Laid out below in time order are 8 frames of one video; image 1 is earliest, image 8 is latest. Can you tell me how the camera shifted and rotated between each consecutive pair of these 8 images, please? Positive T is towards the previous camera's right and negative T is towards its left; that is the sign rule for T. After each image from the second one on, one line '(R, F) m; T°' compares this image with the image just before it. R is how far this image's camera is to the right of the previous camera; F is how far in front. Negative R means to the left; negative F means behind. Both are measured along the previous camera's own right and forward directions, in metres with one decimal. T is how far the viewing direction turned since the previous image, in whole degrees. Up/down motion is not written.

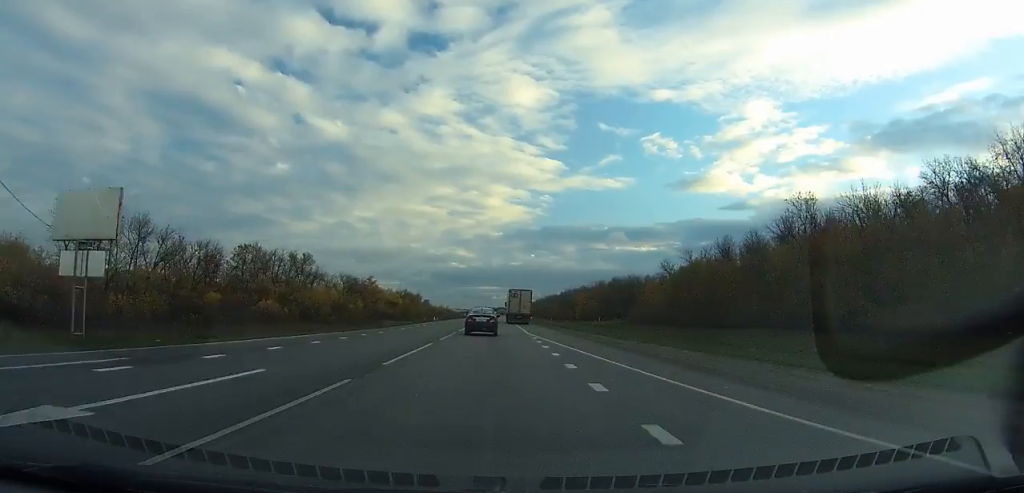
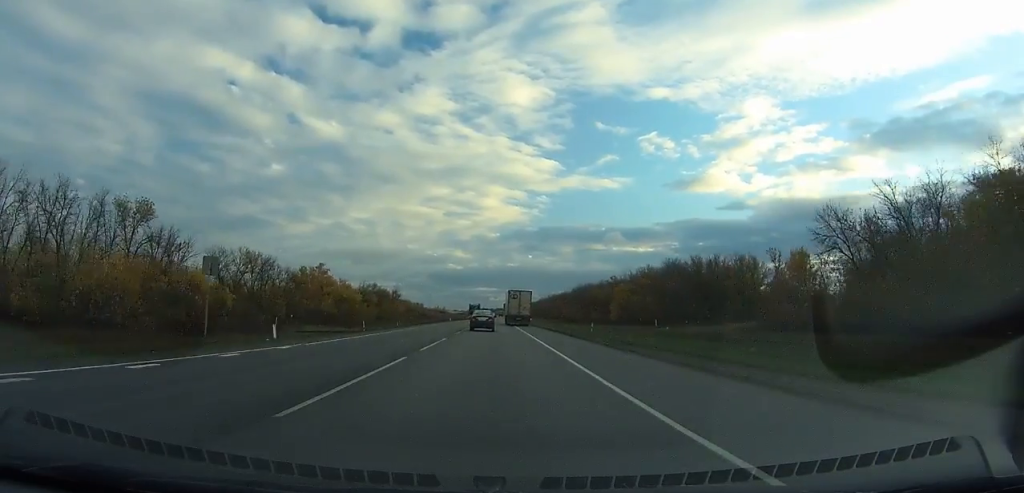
(+0.1, +68.5) m; 0°
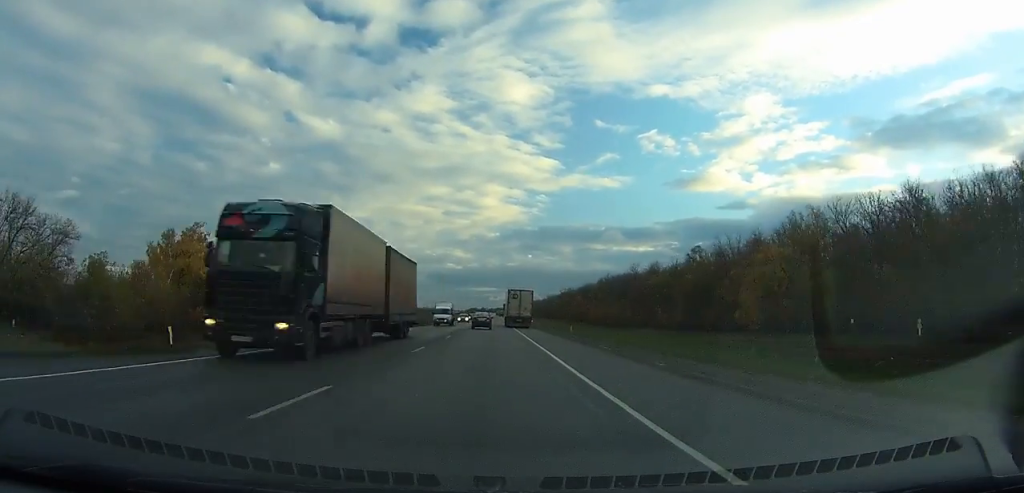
(+0.4, +76.6) m; 0°
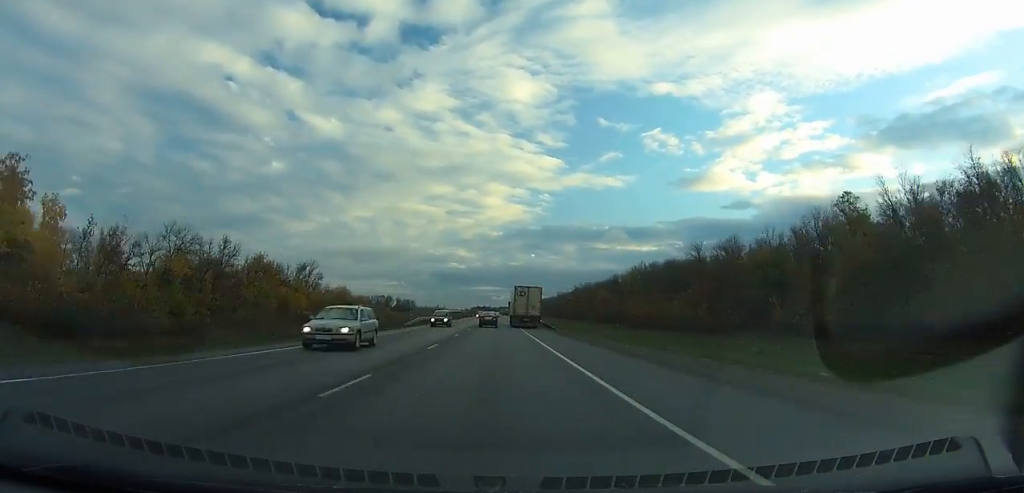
(+0.1, +47.2) m; 0°
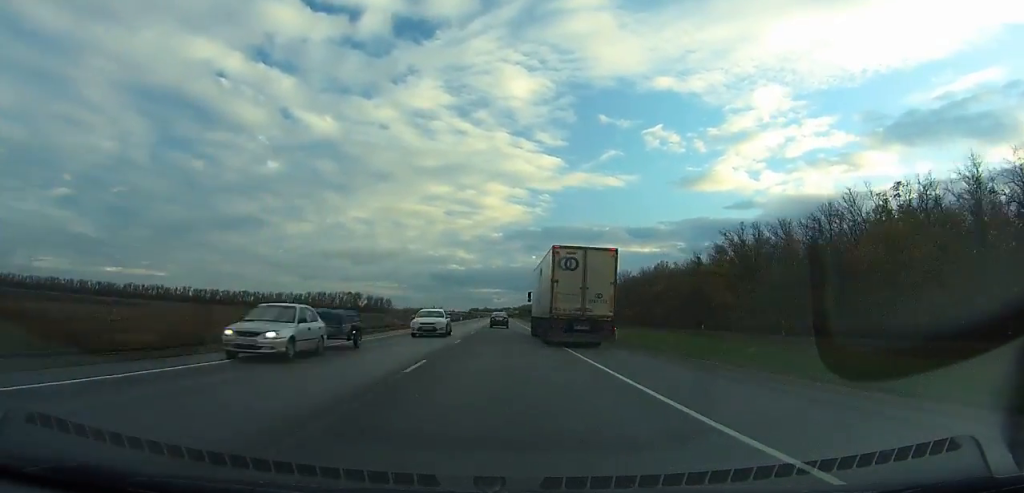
(-0.1, +175.6) m; 0°
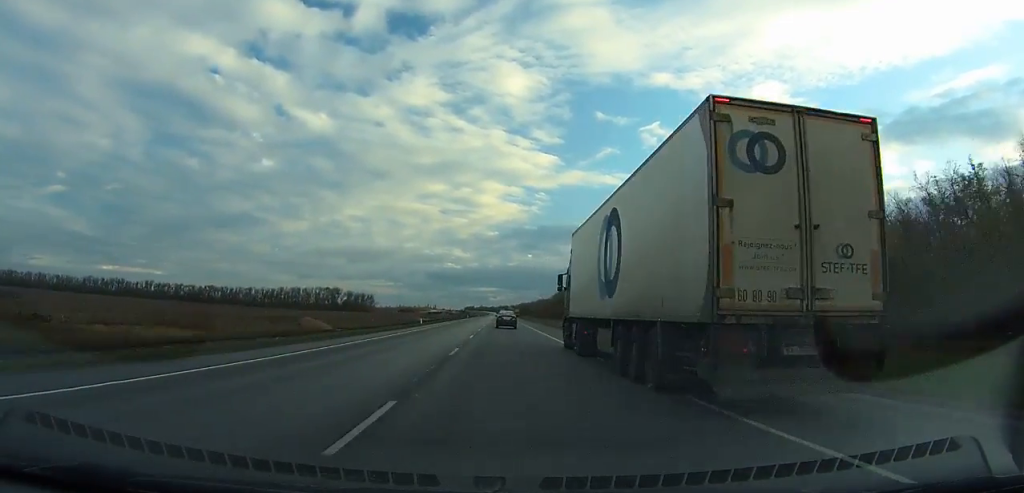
(0.0, +64.1) m; 0°
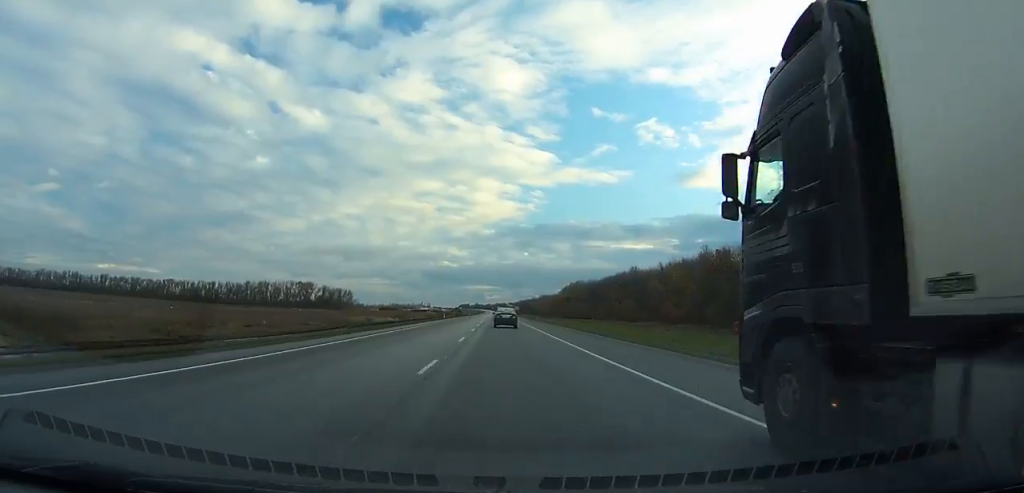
(+0.1, +65.1) m; 0°
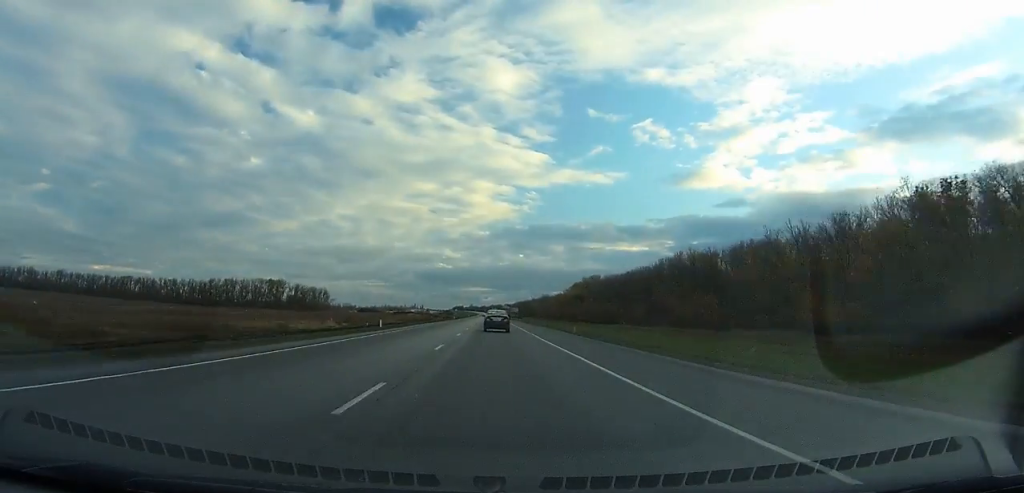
(-0.1, +51.4) m; 0°
